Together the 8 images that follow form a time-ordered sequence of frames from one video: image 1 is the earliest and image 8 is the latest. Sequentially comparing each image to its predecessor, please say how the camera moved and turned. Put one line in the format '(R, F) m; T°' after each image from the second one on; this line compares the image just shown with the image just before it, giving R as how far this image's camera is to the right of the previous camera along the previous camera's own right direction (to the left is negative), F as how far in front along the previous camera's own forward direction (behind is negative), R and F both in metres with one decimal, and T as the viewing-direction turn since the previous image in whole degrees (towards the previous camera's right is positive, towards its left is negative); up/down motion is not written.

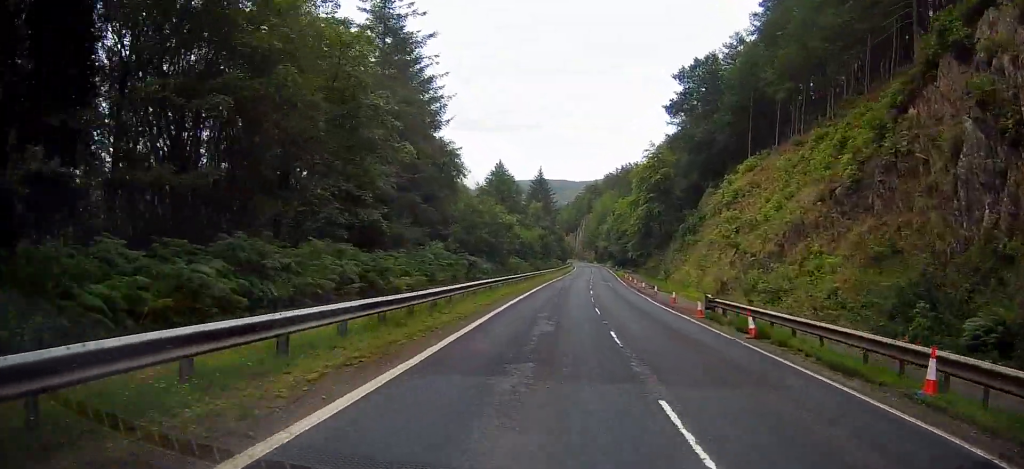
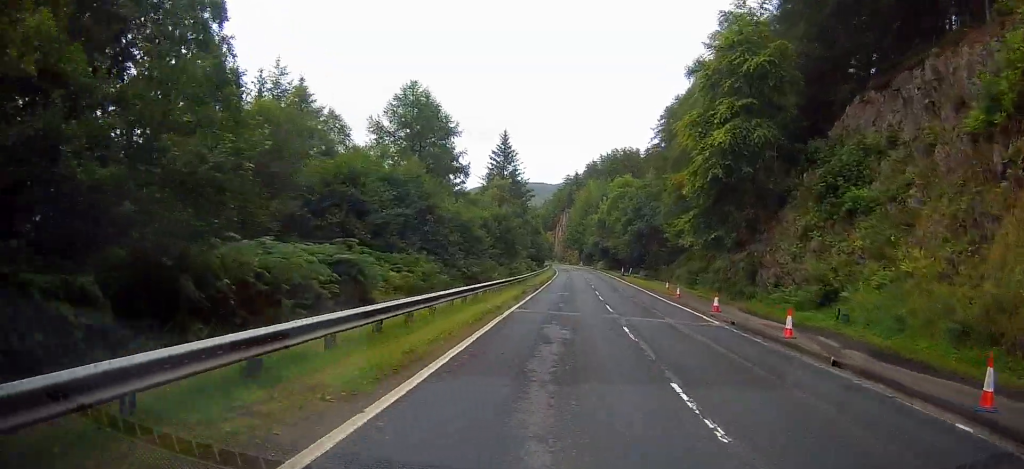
(-0.1, +43.6) m; +1°
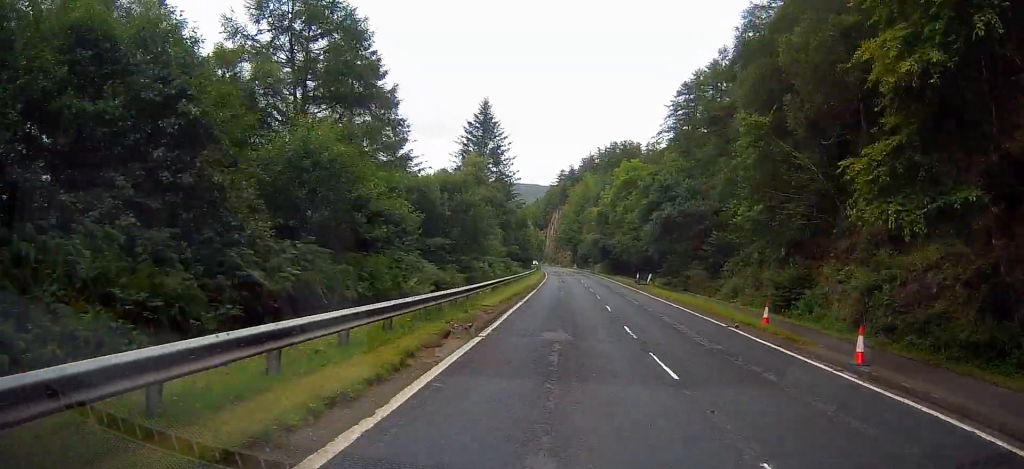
(+0.9, +22.2) m; +2°
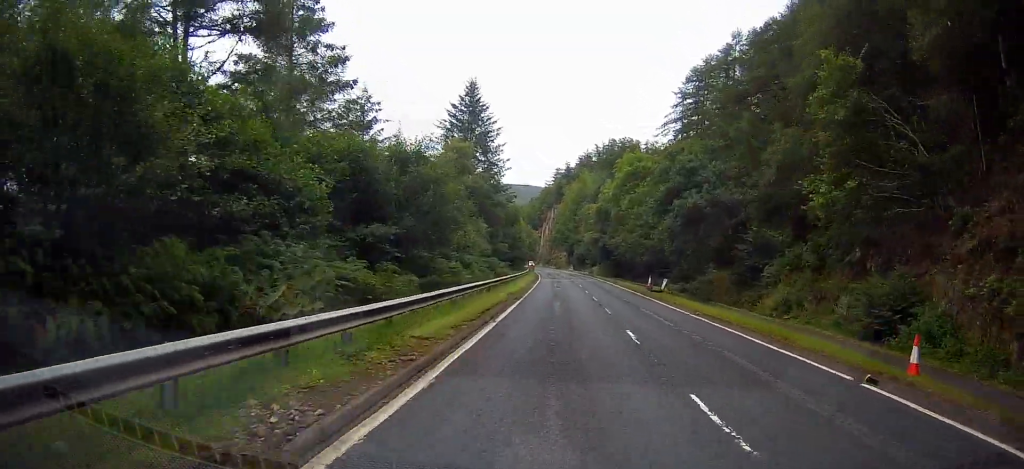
(-0.2, +9.7) m; -1°
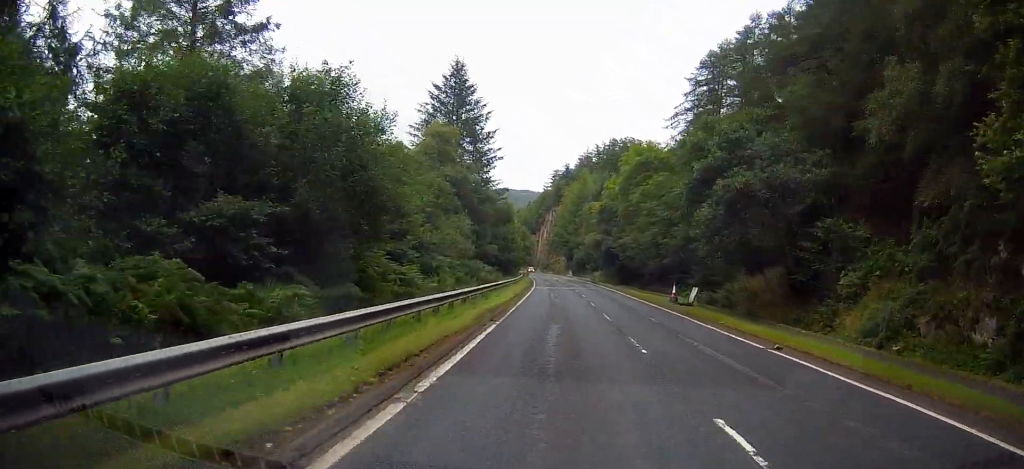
(-0.1, +10.1) m; -1°
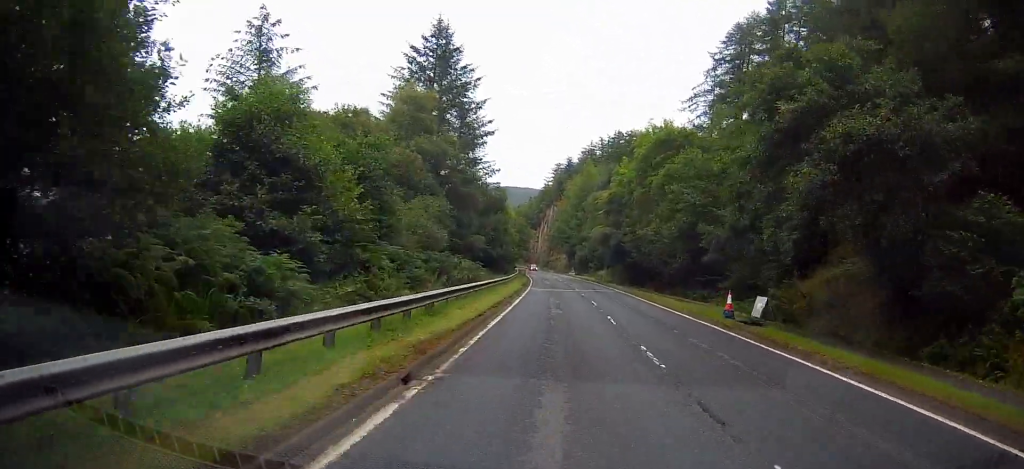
(-0.1, +11.0) m; +1°
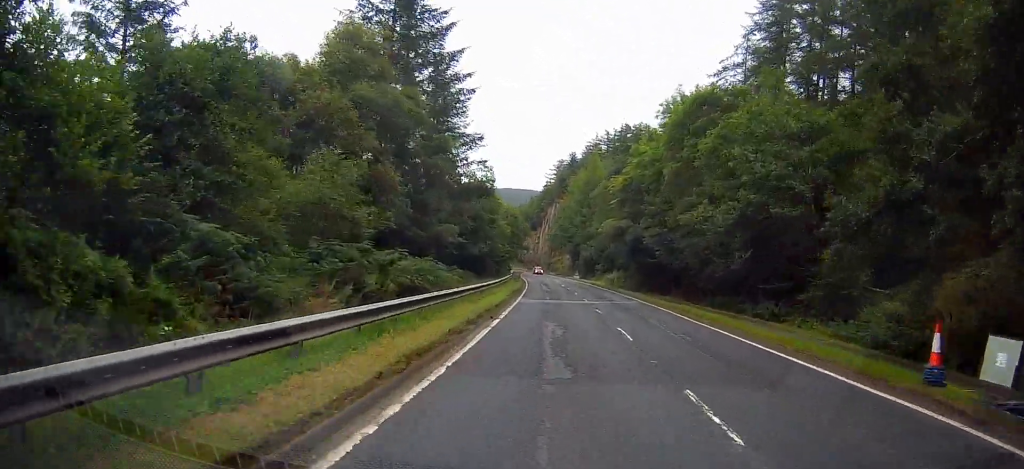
(0.0, +13.8) m; +1°
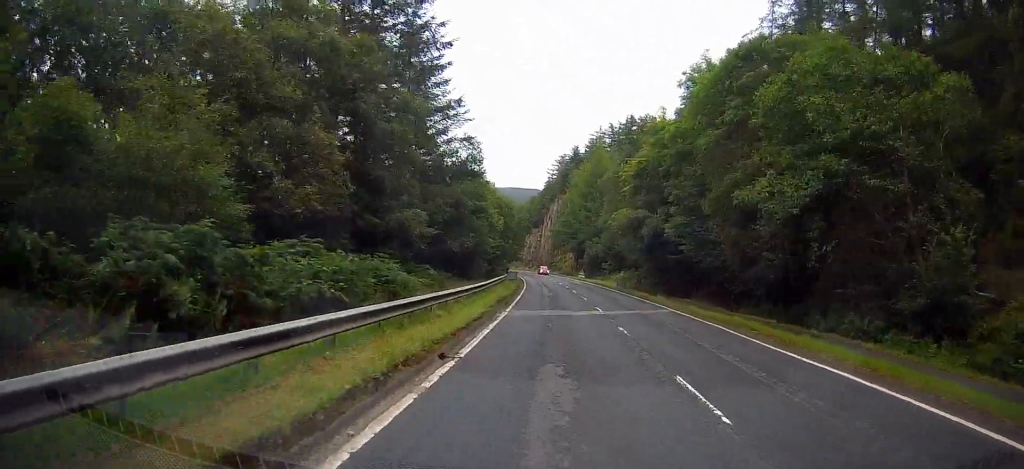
(+0.3, +8.8) m; 0°
